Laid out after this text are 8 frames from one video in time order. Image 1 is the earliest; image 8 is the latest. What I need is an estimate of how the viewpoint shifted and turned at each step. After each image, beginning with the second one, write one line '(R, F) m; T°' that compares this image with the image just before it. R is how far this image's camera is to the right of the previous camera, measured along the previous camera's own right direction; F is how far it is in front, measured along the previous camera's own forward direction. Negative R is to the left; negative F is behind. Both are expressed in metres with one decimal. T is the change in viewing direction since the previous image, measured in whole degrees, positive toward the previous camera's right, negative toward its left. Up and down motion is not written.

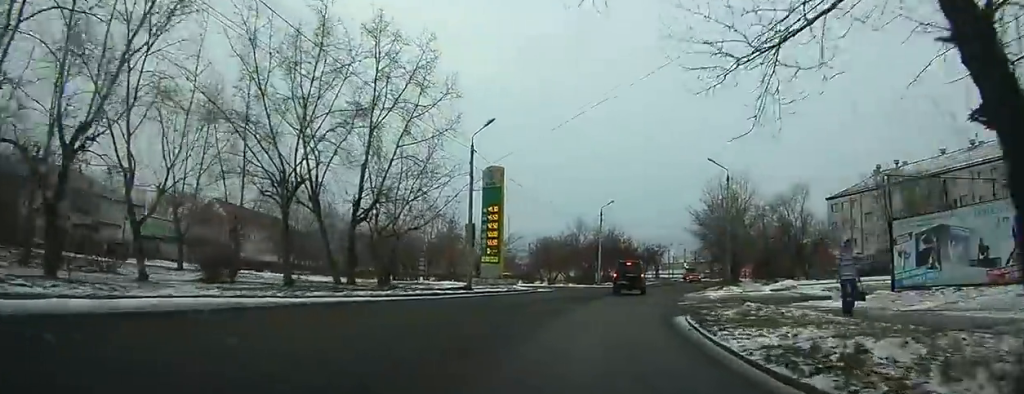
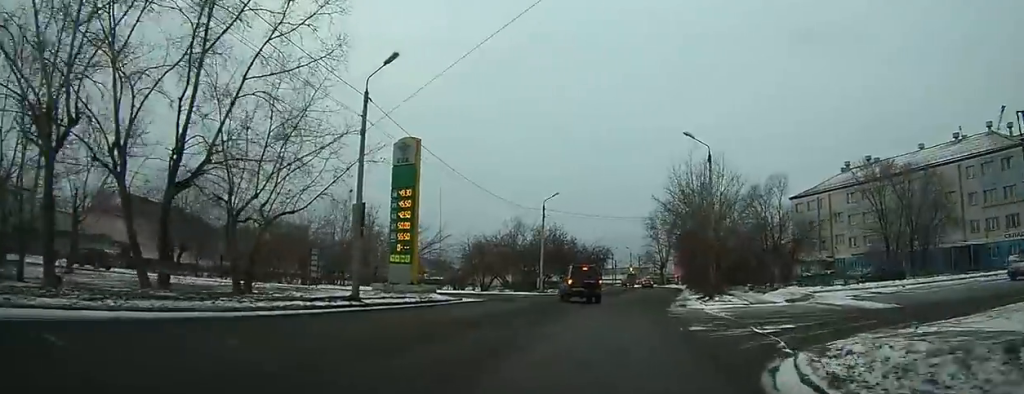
(+0.4, +10.9) m; +4°
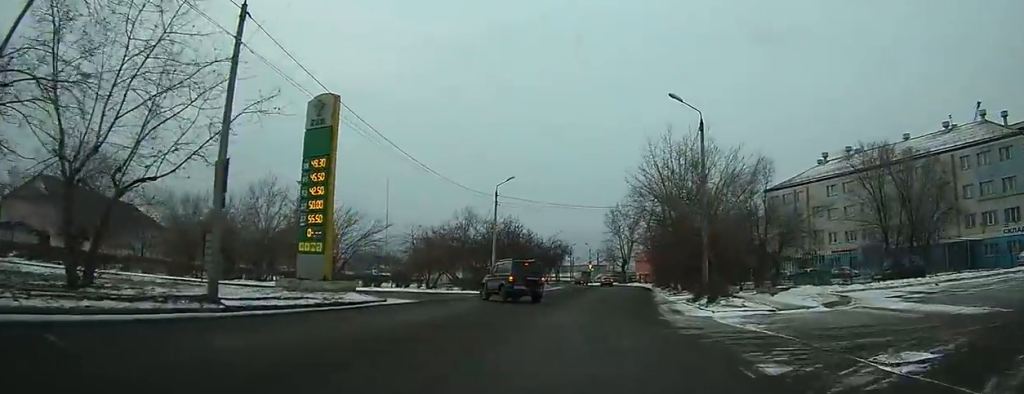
(+0.2, +7.8) m; +2°
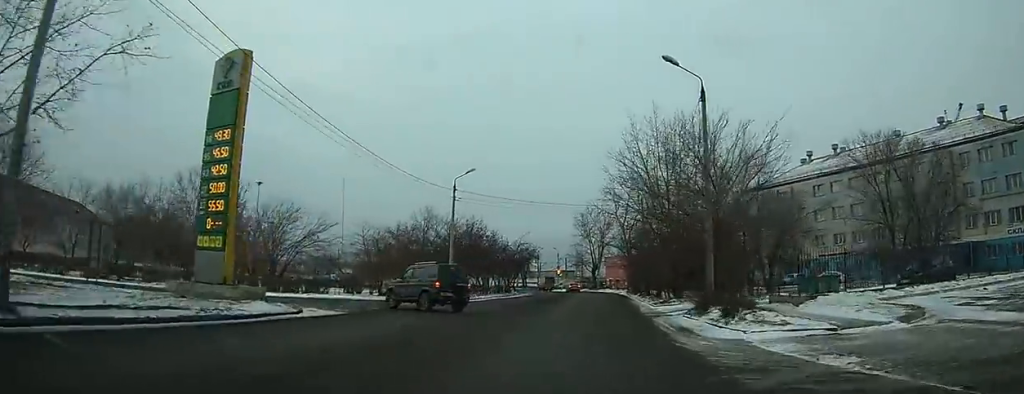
(+0.1, +6.3) m; +2°
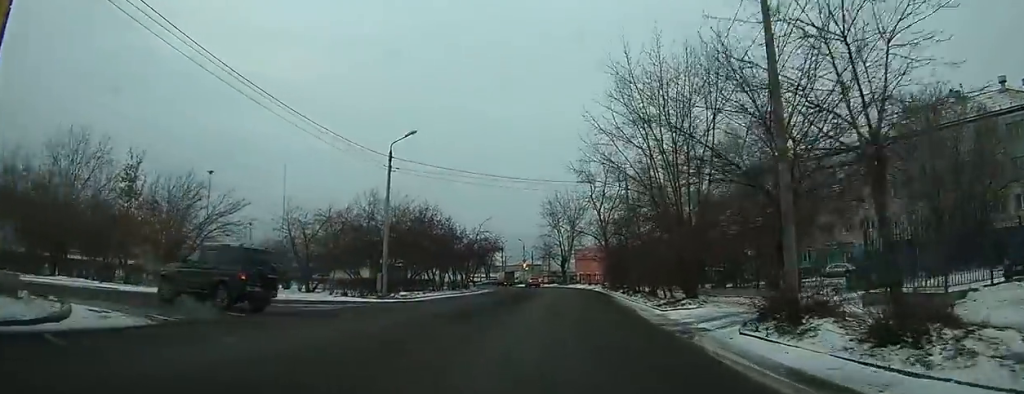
(+0.1, +10.4) m; +2°
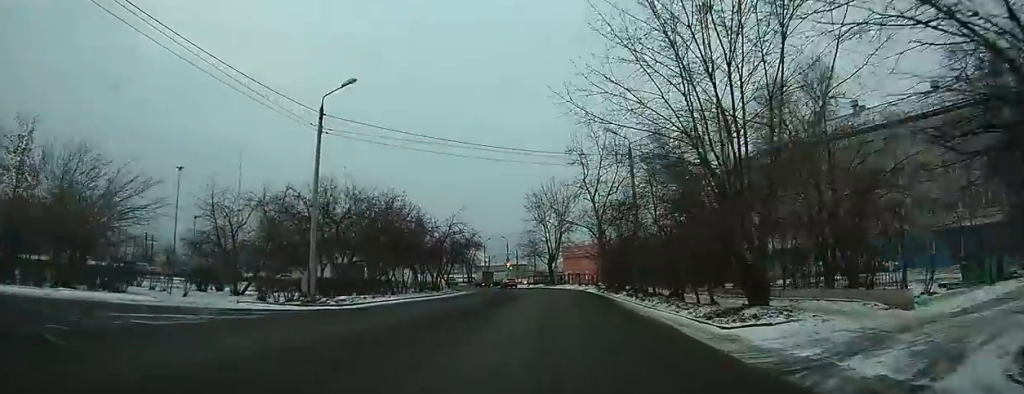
(+0.2, +9.3) m; +1°
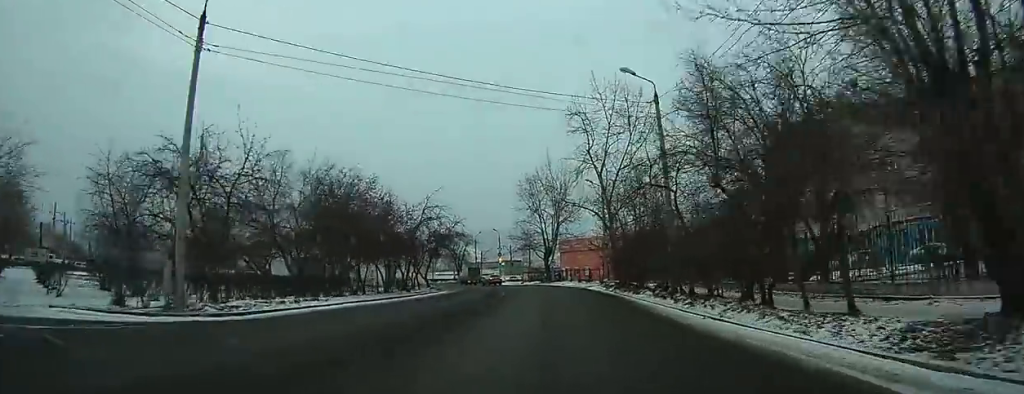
(+0.1, +9.7) m; +1°
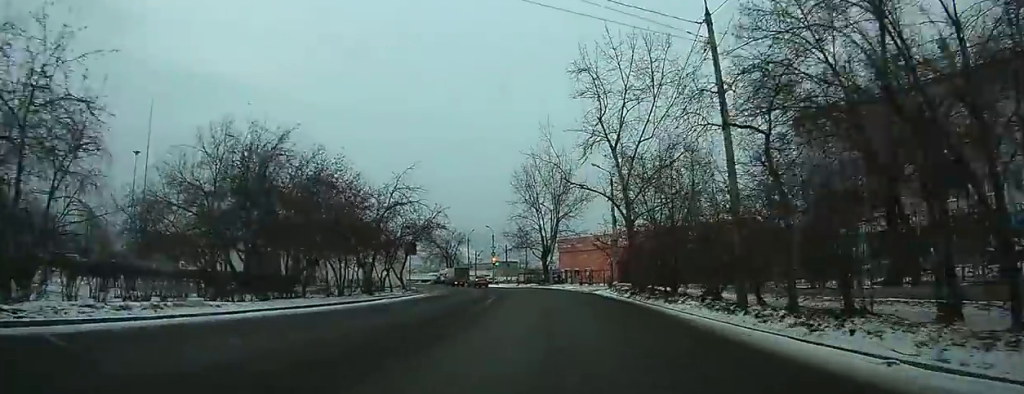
(0.0, +8.5) m; 0°
